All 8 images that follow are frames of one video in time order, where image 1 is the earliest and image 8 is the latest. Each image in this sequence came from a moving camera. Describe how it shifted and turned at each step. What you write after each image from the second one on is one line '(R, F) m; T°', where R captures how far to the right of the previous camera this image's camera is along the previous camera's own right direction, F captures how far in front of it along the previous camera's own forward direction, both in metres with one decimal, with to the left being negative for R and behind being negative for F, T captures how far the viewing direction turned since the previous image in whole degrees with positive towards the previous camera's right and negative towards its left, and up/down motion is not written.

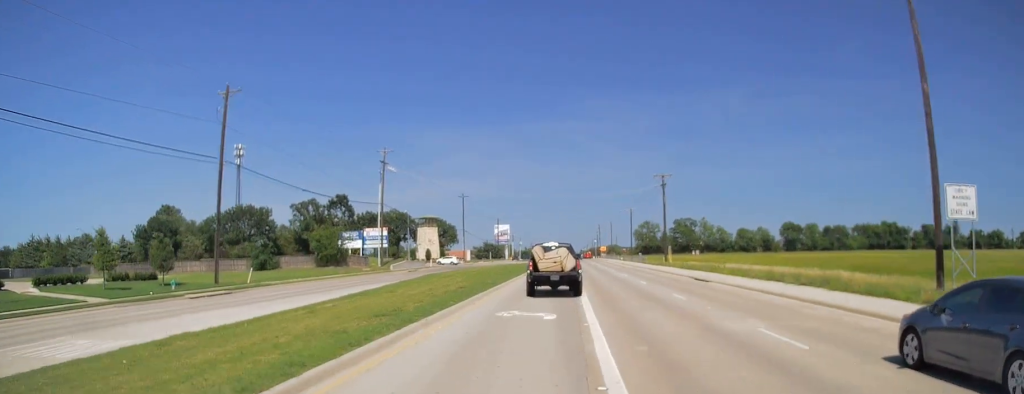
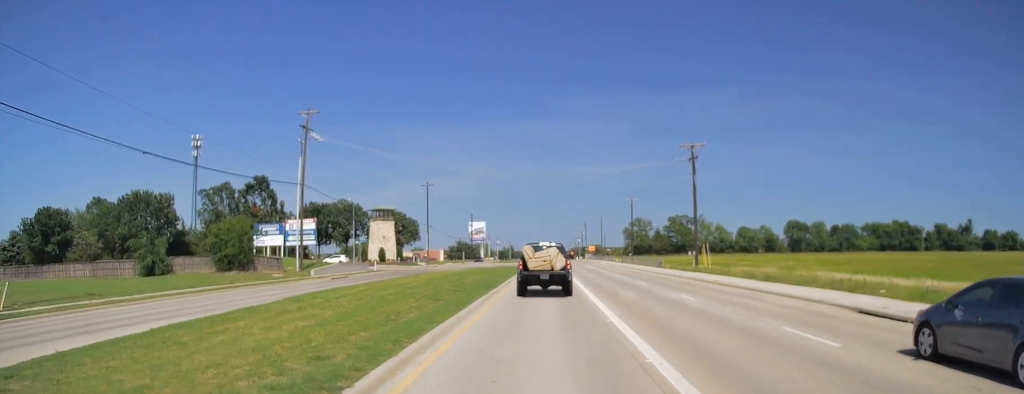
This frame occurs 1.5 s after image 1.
(-0.1, +25.4) m; -1°
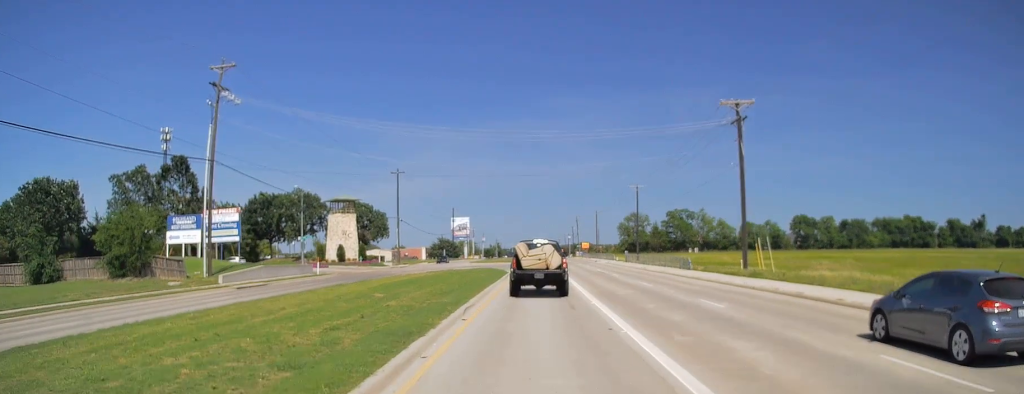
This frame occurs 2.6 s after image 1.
(0.0, +17.7) m; +1°
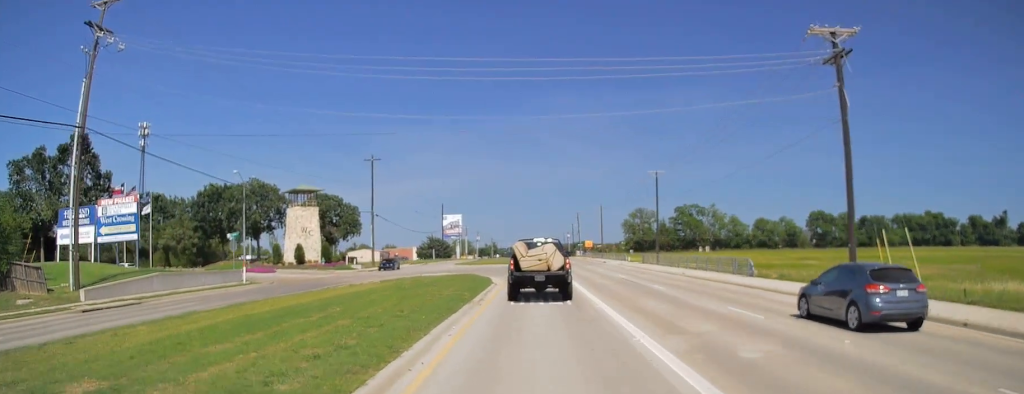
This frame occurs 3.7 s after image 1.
(+0.2, +17.1) m; +1°
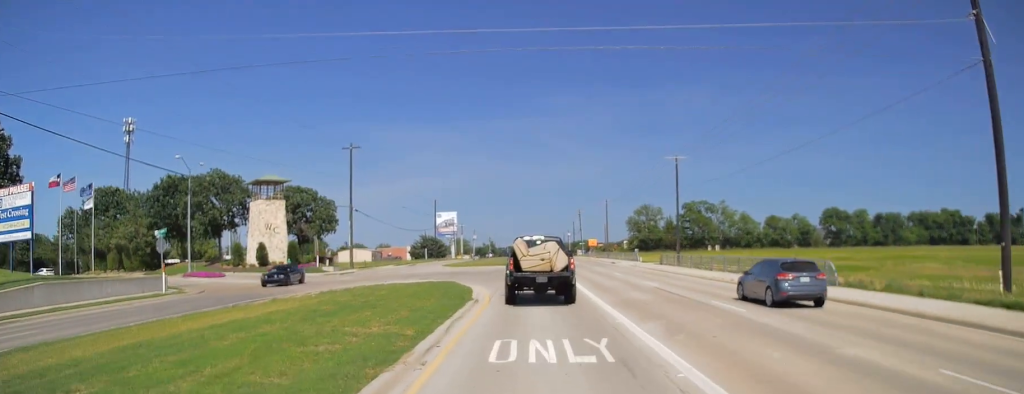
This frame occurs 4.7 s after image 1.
(+0.1, +12.4) m; +1°
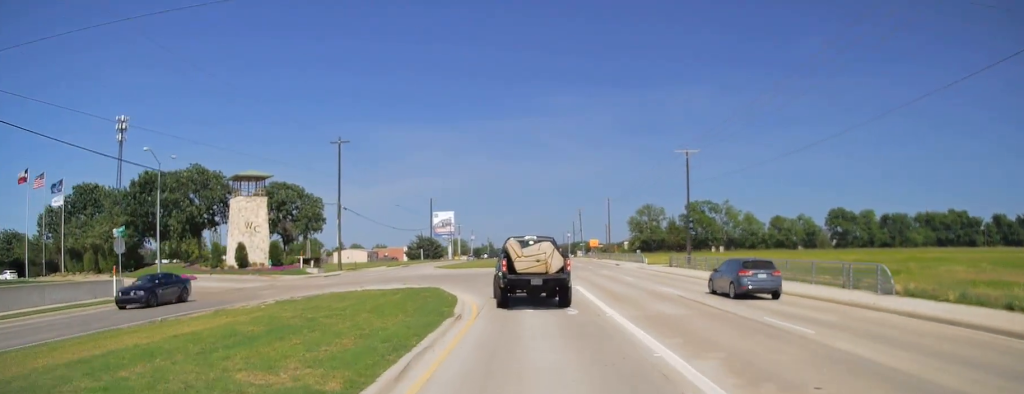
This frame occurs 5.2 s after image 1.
(+0.1, +5.7) m; 0°
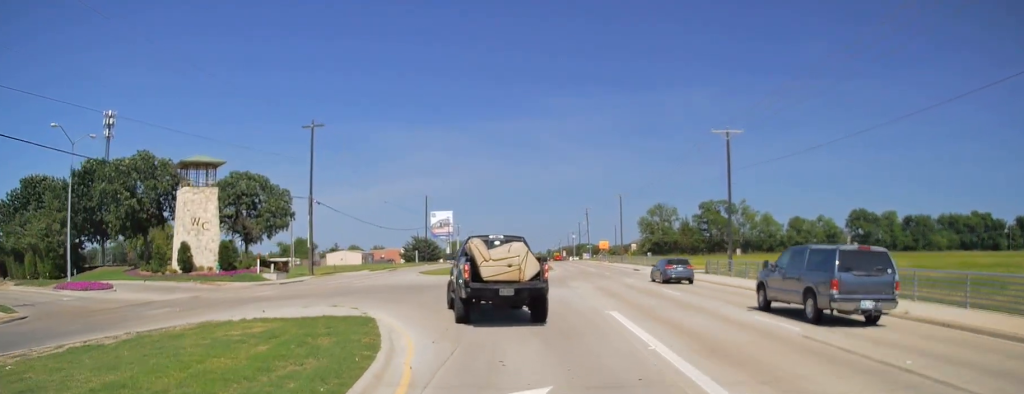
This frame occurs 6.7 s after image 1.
(-0.2, +14.0) m; -1°
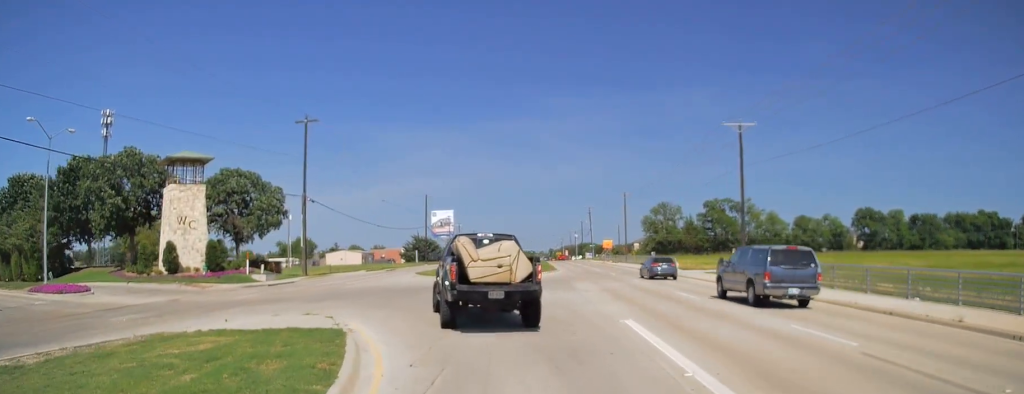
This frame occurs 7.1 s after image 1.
(0.0, +3.3) m; 0°
